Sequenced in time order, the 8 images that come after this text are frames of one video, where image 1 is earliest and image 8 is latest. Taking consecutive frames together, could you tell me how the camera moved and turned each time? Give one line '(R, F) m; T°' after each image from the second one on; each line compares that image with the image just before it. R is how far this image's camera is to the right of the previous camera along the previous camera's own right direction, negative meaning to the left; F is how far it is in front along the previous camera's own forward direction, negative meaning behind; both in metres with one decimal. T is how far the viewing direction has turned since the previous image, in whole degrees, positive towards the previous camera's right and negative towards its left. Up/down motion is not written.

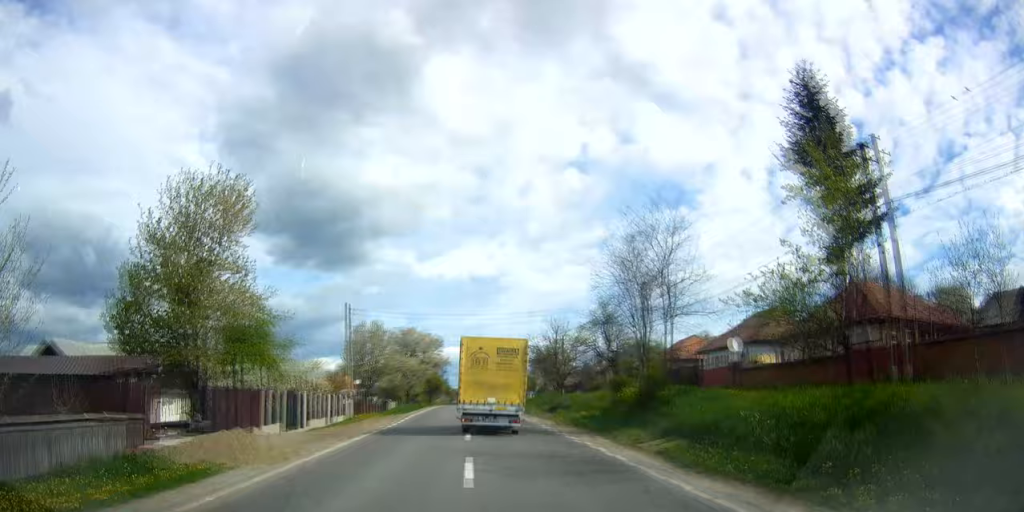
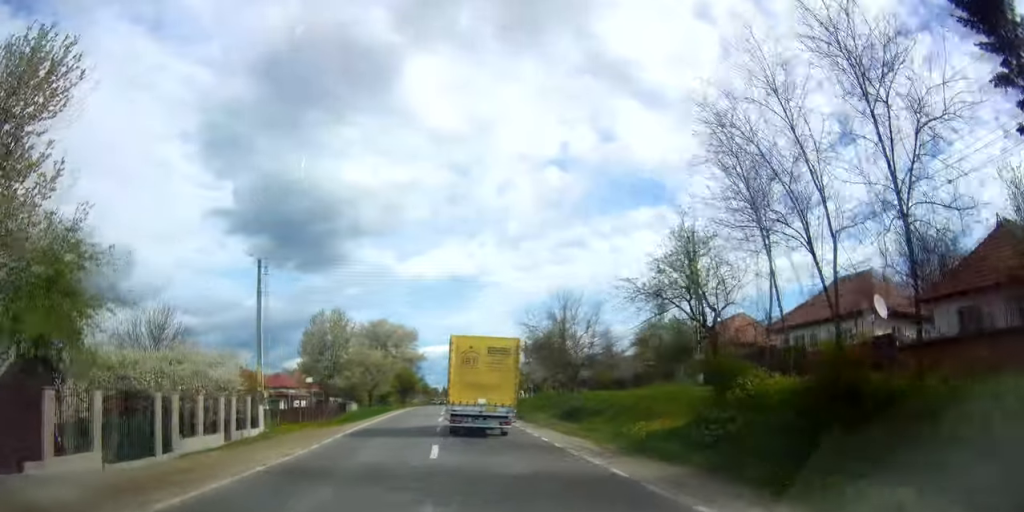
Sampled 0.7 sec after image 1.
(0.0, +13.9) m; 0°
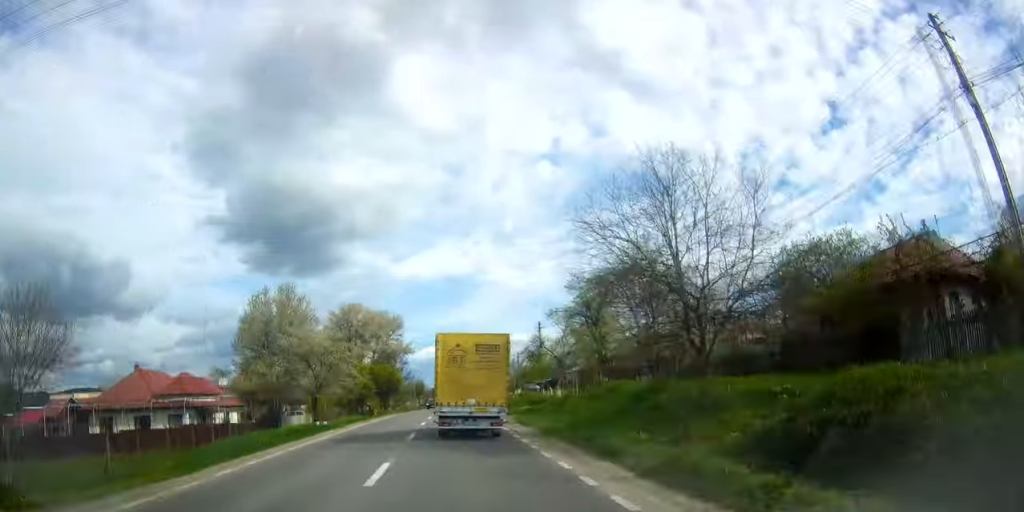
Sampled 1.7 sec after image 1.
(+0.1, +21.4) m; 0°
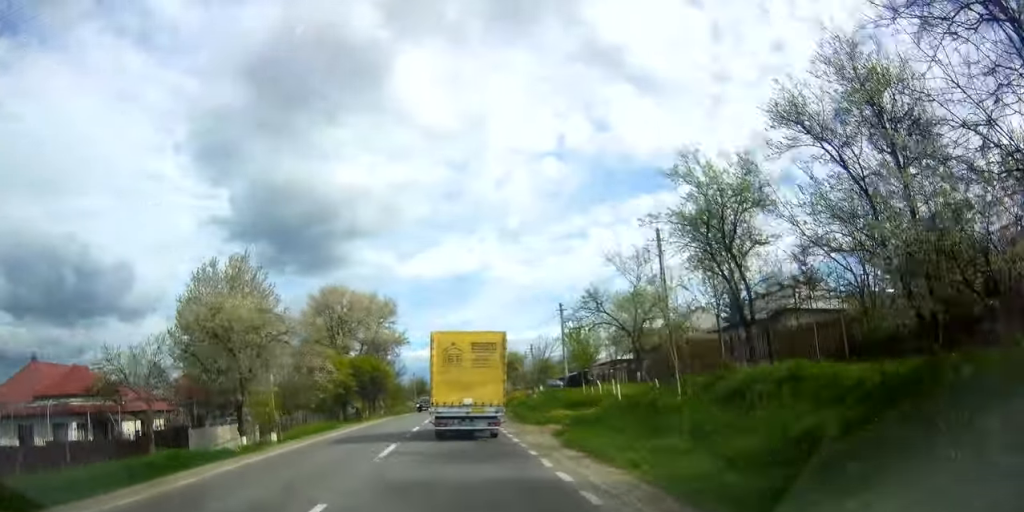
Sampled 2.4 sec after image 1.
(0.0, +14.0) m; +1°
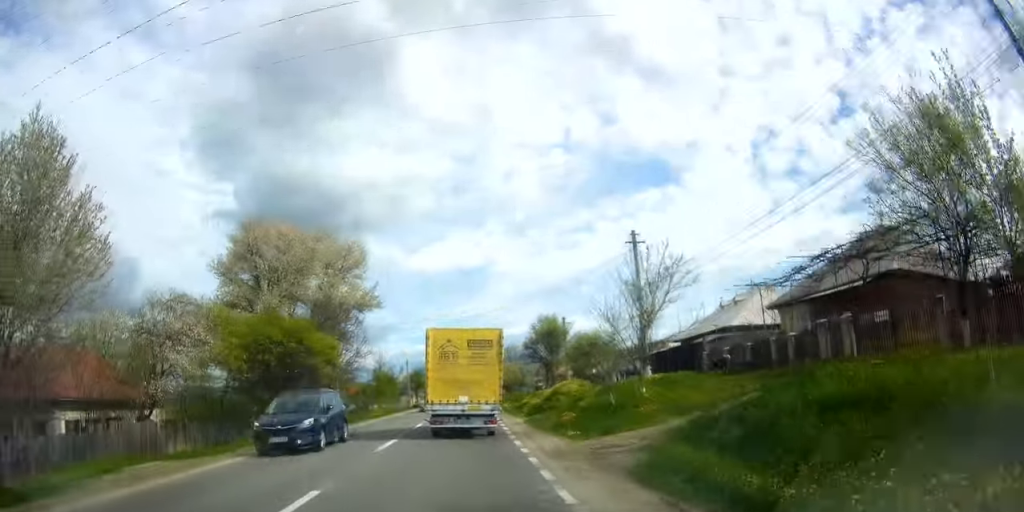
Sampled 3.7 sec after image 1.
(+0.4, +26.3) m; +1°
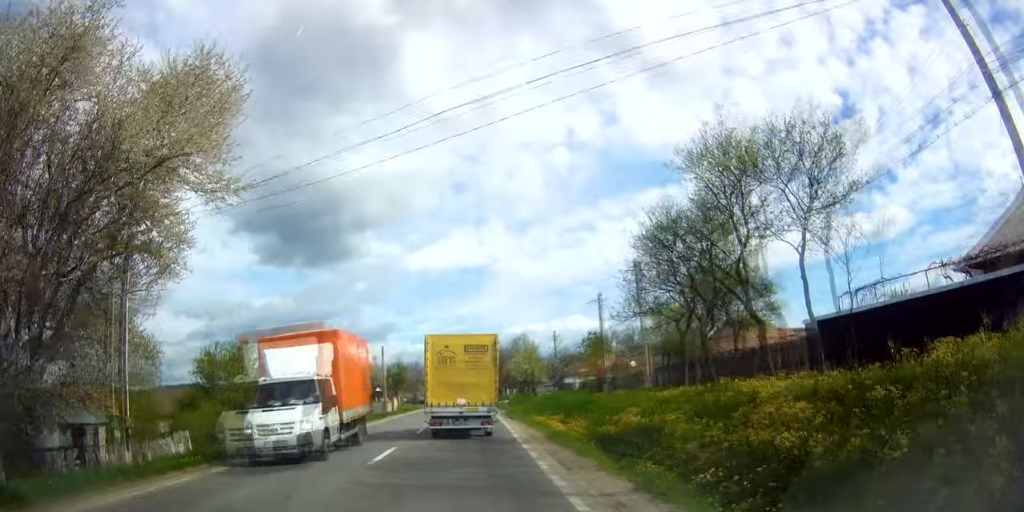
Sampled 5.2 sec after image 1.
(-0.4, +29.8) m; -3°
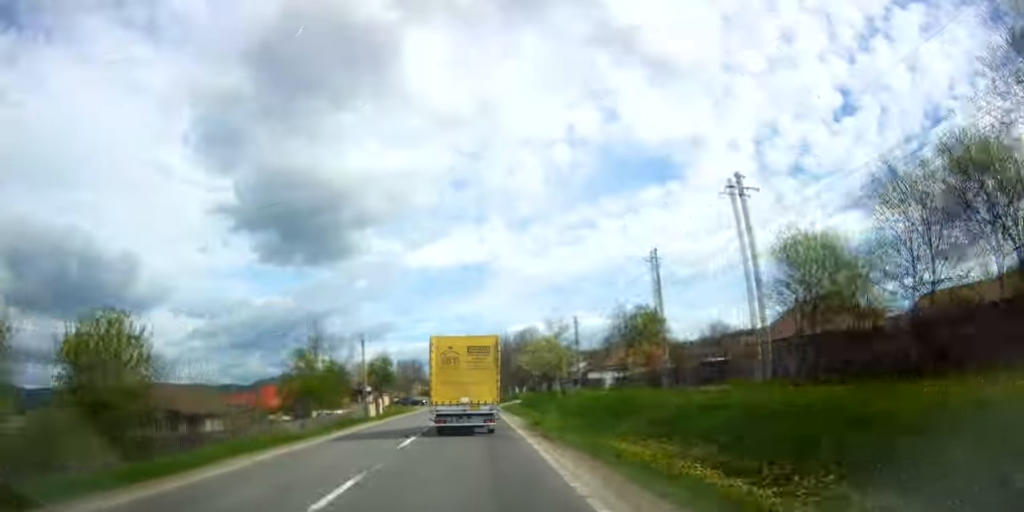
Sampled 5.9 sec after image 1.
(-0.4, +15.0) m; 0°
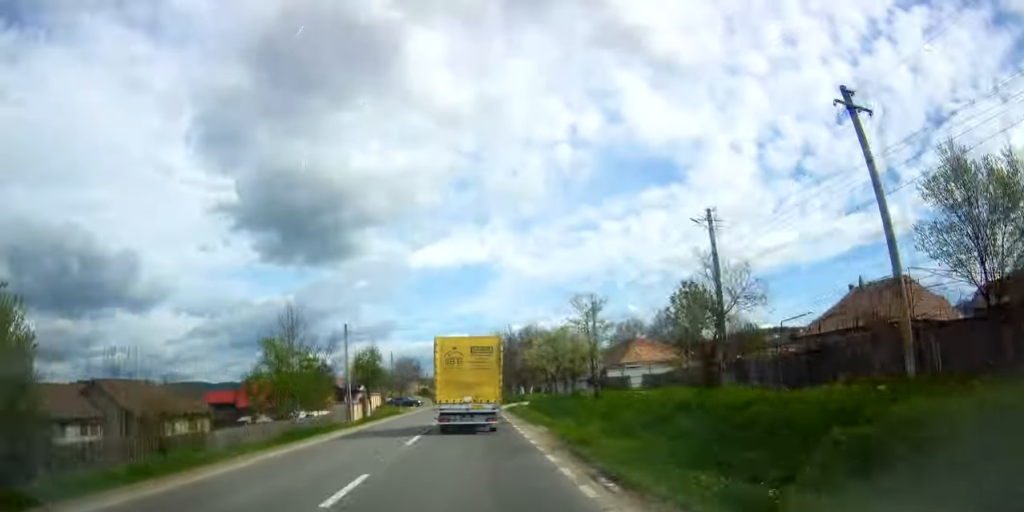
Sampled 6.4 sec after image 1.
(+0.1, +8.6) m; 0°
